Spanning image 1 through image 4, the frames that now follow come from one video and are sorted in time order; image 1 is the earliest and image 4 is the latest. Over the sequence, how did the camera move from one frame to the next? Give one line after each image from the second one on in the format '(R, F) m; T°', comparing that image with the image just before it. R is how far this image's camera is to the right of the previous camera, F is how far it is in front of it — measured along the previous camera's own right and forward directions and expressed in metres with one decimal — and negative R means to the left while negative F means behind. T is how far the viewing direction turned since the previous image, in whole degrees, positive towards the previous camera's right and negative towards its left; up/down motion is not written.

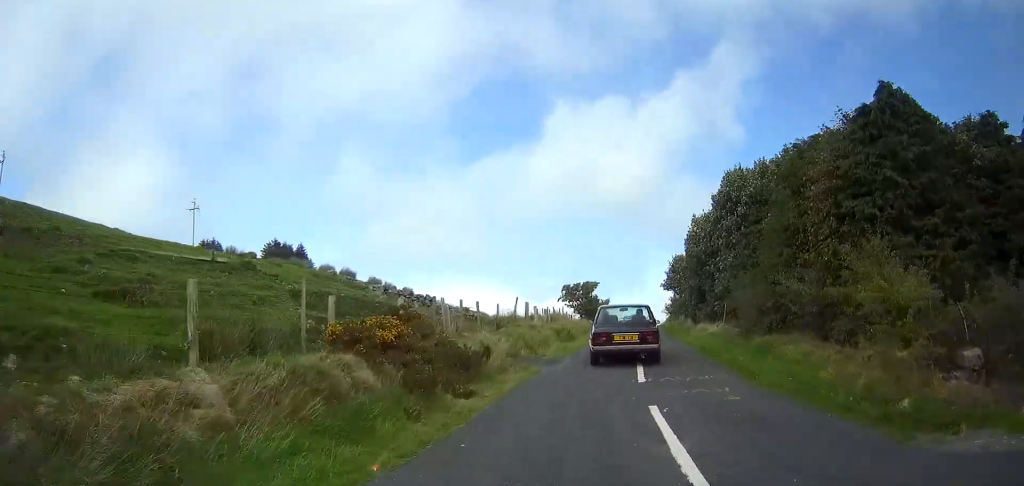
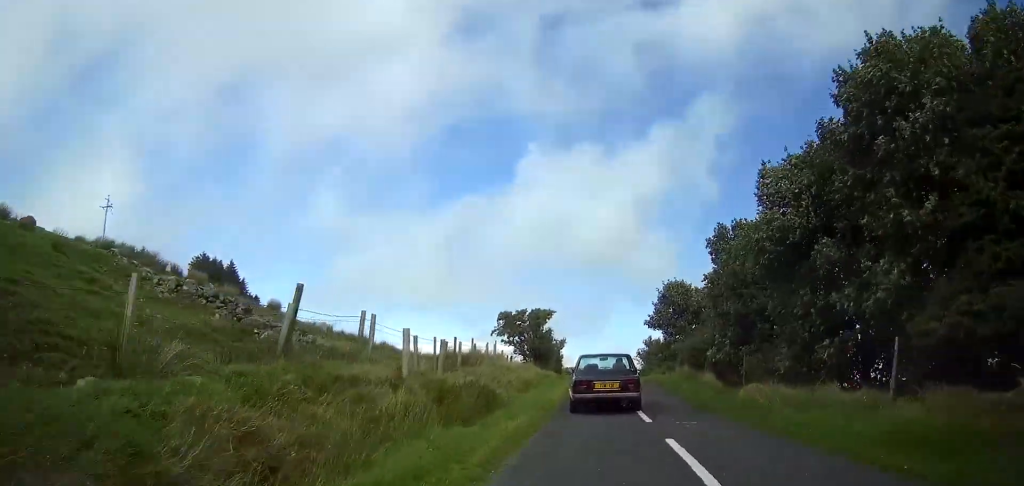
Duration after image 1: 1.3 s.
(+0.4, +16.4) m; +3°
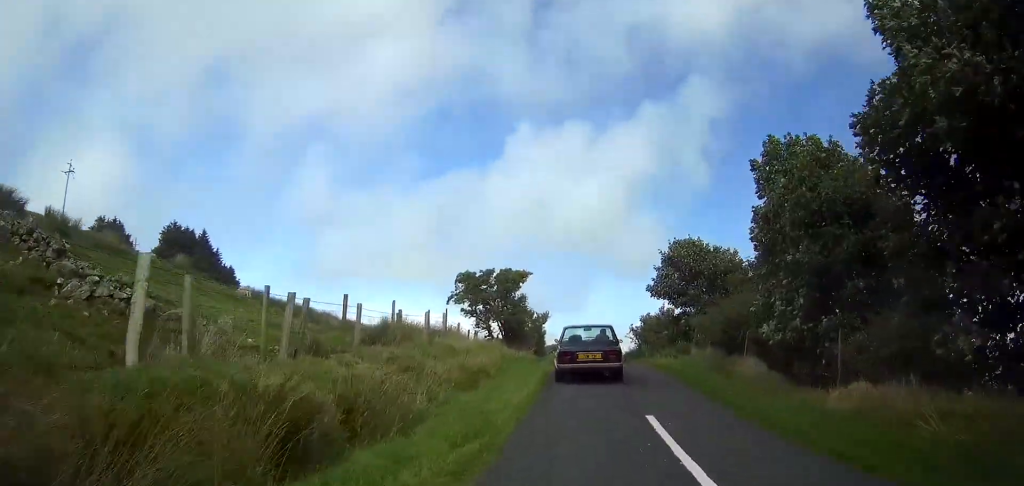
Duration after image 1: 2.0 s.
(+0.1, +7.6) m; +1°
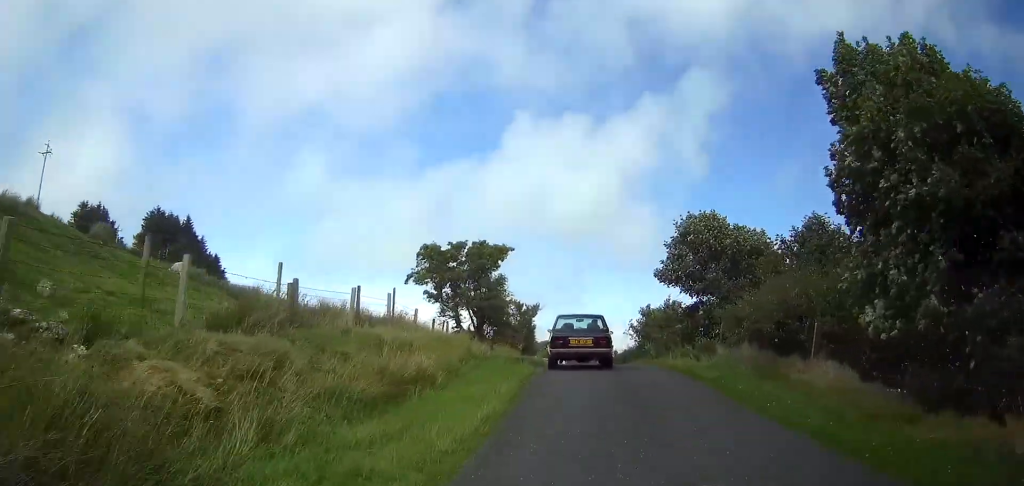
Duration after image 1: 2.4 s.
(0.0, +5.3) m; 0°
